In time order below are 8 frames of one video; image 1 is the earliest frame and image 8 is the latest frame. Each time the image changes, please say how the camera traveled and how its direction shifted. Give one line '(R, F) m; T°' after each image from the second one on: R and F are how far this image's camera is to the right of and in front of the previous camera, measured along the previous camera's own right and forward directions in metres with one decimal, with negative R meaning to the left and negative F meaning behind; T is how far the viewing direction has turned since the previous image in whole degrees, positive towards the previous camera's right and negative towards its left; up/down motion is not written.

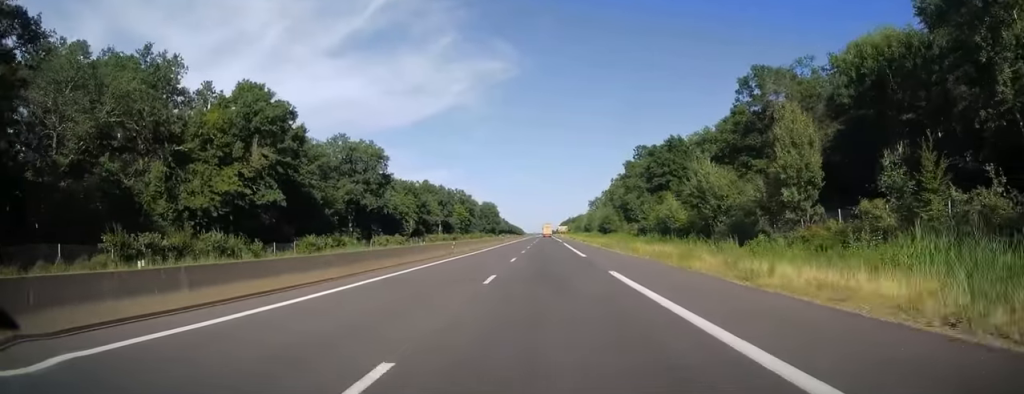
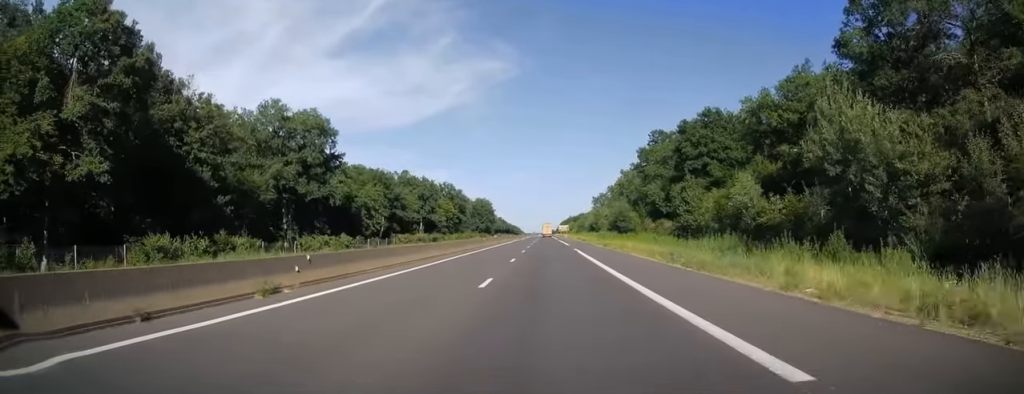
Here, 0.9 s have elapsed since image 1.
(0.0, +27.5) m; 0°
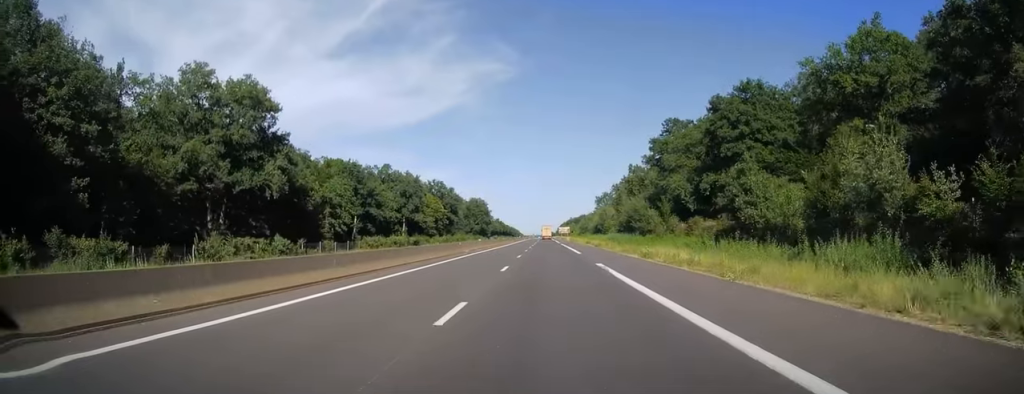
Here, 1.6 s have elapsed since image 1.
(0.0, +19.1) m; 0°
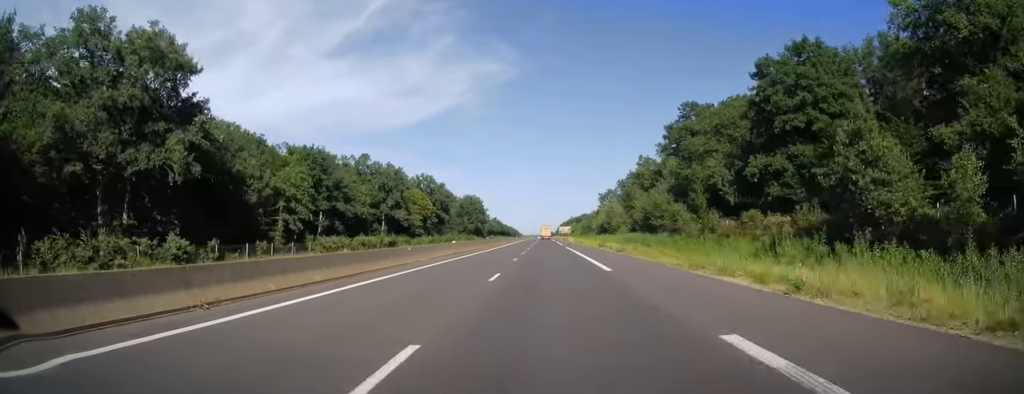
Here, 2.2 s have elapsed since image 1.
(0.0, +17.6) m; 0°
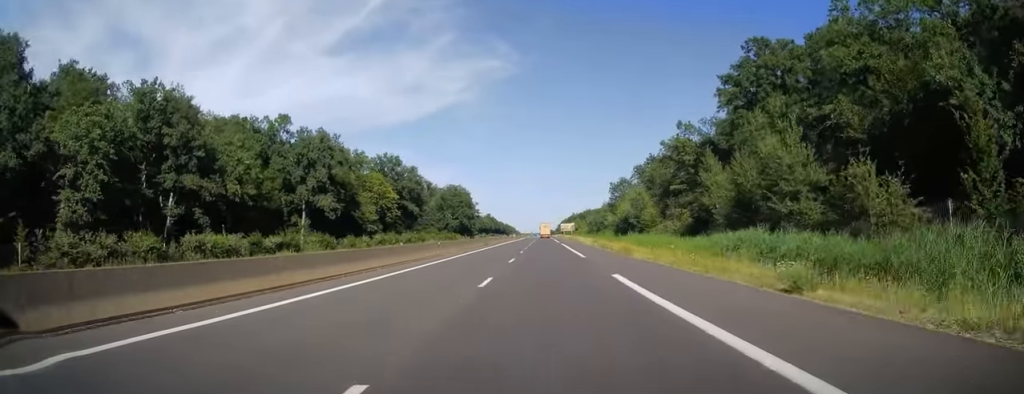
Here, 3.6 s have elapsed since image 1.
(0.0, +41.2) m; 0°
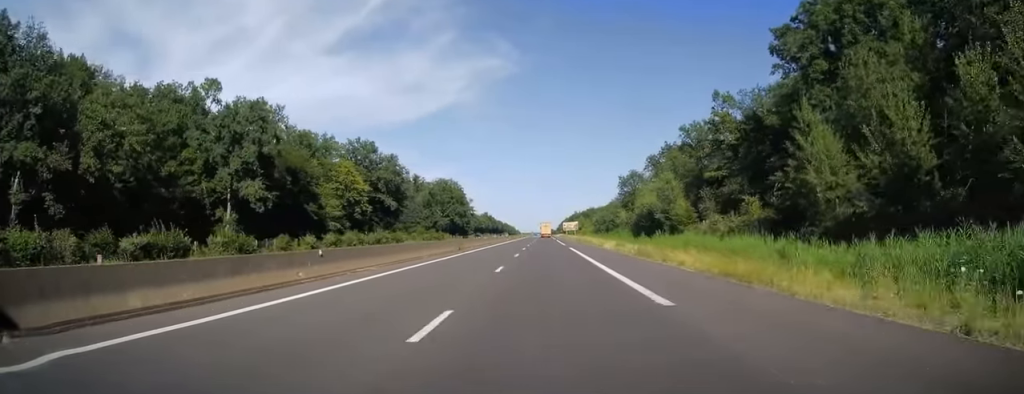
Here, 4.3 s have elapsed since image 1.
(0.0, +21.1) m; 0°
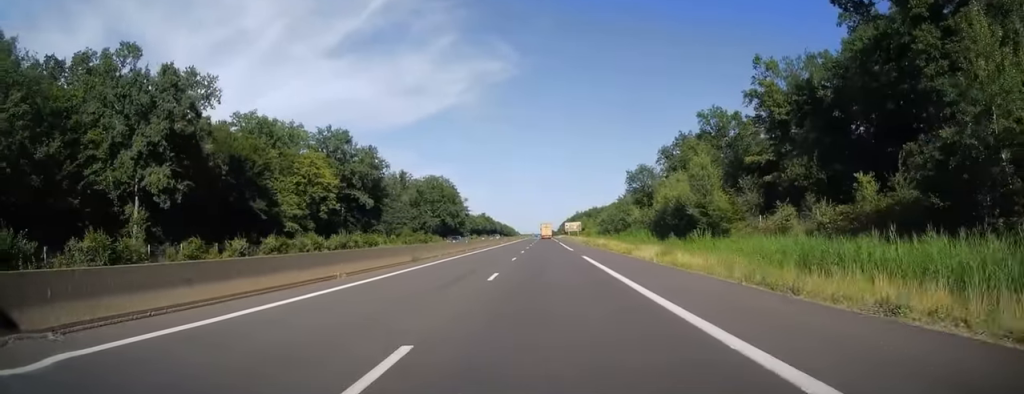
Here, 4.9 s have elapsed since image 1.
(-0.1, +16.2) m; 0°
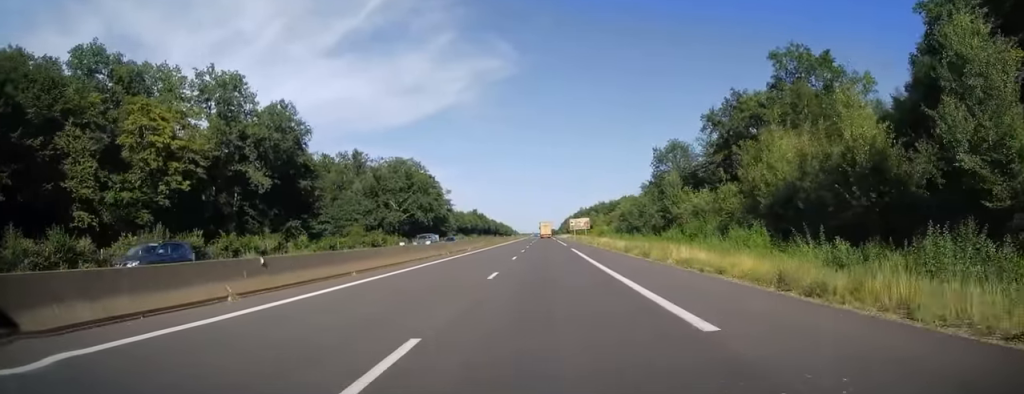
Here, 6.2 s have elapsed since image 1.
(+0.4, +38.7) m; 0°
